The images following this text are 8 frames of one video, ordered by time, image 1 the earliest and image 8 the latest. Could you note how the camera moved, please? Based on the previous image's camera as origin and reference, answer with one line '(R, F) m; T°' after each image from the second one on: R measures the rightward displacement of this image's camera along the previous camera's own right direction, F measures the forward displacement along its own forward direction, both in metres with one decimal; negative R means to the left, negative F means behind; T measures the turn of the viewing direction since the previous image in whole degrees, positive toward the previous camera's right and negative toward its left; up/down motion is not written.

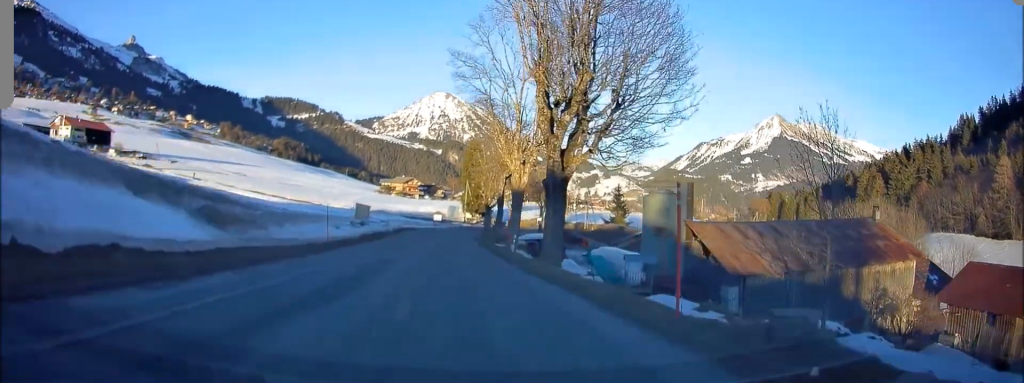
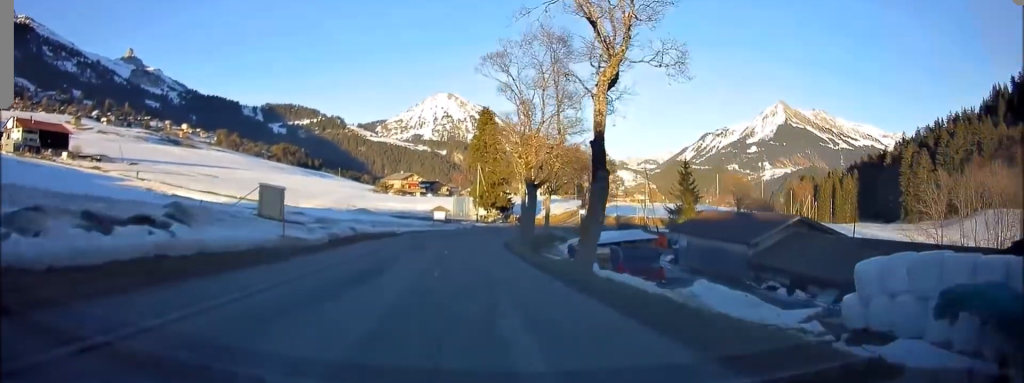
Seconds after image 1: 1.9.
(-1.7, +33.2) m; -4°
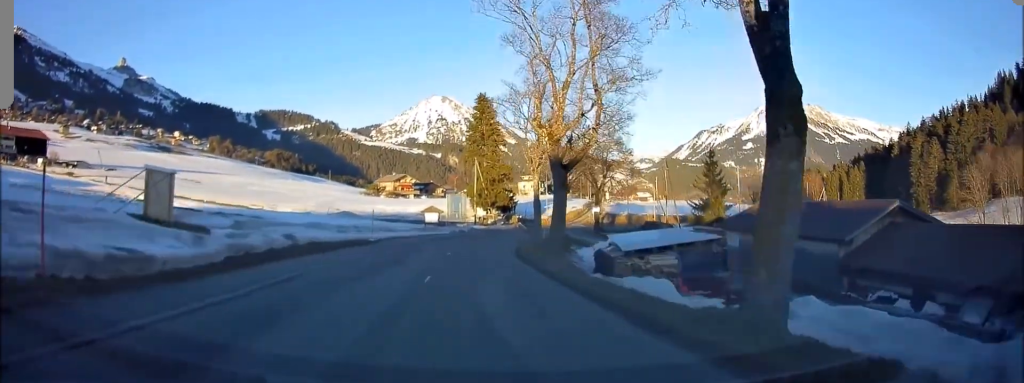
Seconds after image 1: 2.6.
(+0.1, +11.6) m; 0°
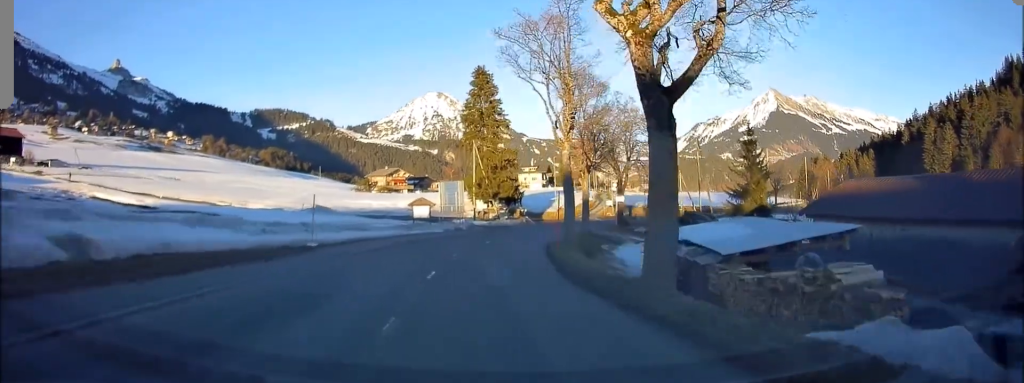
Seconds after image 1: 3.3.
(-0.1, +12.9) m; 0°
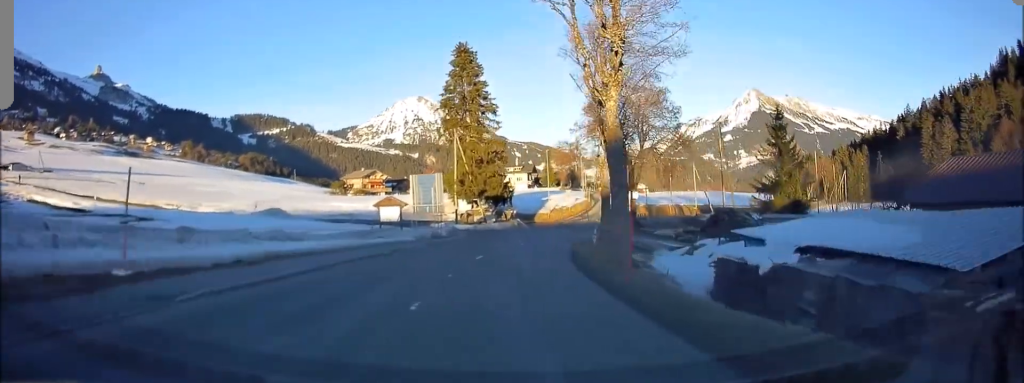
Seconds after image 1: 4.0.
(0.0, +11.2) m; +1°
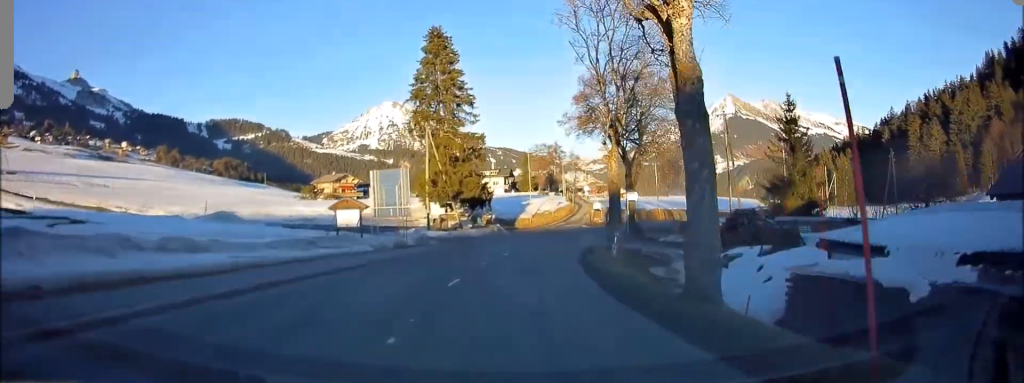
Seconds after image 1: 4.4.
(-0.1, +7.6) m; +1°
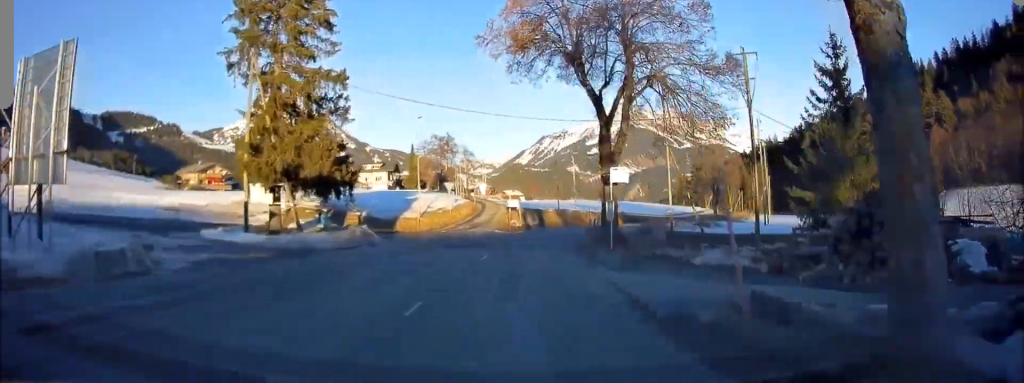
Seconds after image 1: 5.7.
(+1.0, +22.2) m; +8°
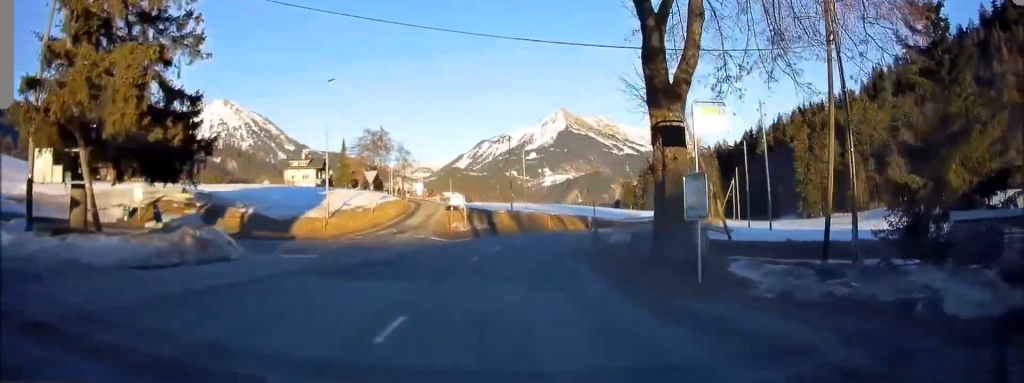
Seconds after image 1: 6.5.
(+1.0, +12.9) m; +6°
